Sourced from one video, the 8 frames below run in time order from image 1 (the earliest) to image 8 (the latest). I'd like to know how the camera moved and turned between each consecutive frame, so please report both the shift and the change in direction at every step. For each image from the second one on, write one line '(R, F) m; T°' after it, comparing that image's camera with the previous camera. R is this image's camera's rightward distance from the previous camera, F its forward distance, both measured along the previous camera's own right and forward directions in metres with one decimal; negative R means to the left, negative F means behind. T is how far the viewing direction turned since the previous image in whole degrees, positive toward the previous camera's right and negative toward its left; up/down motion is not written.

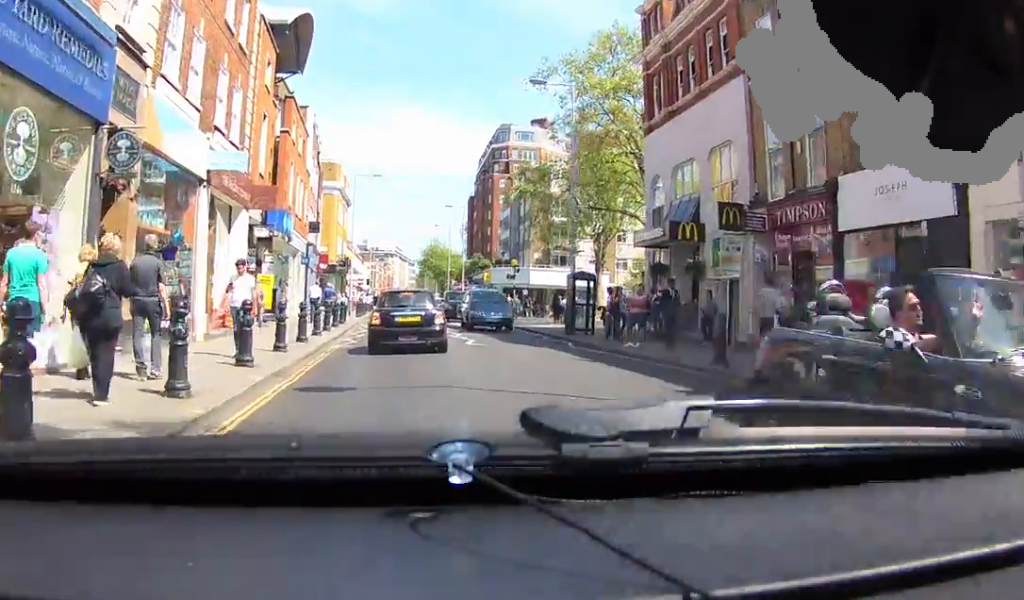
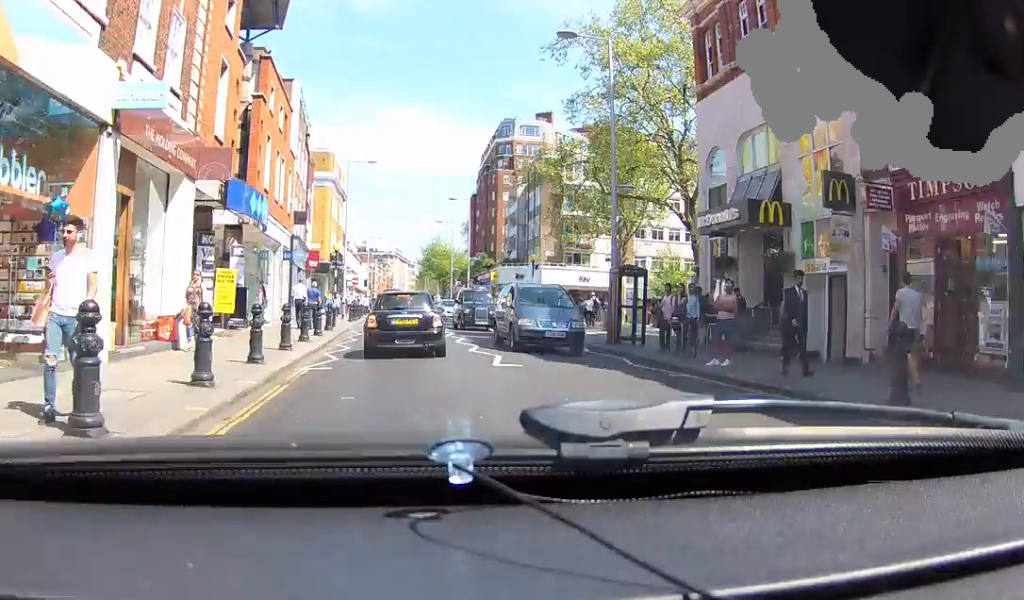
(0.0, +6.6) m; 0°
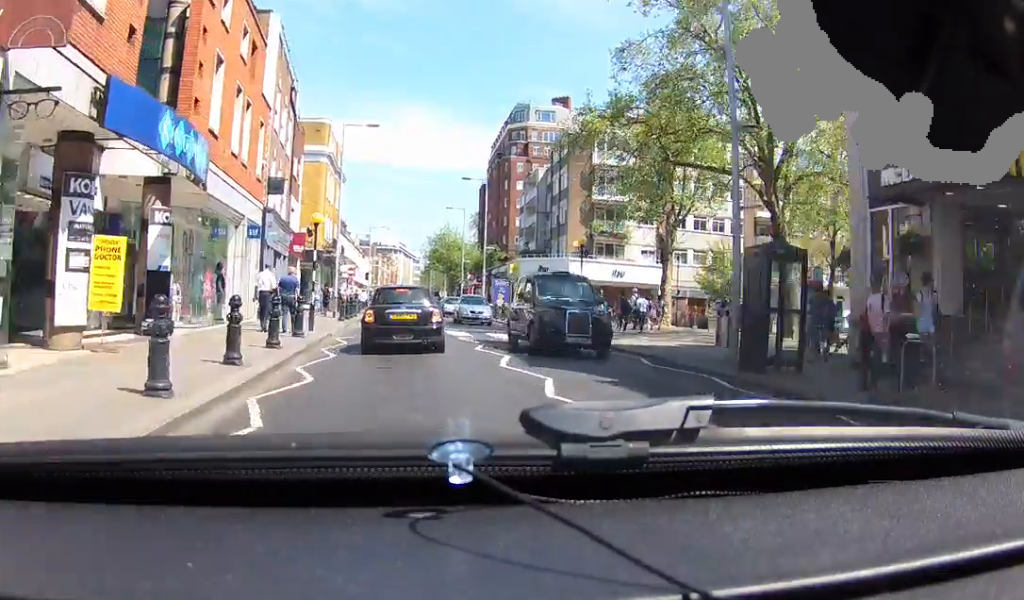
(0.0, +10.5) m; 0°
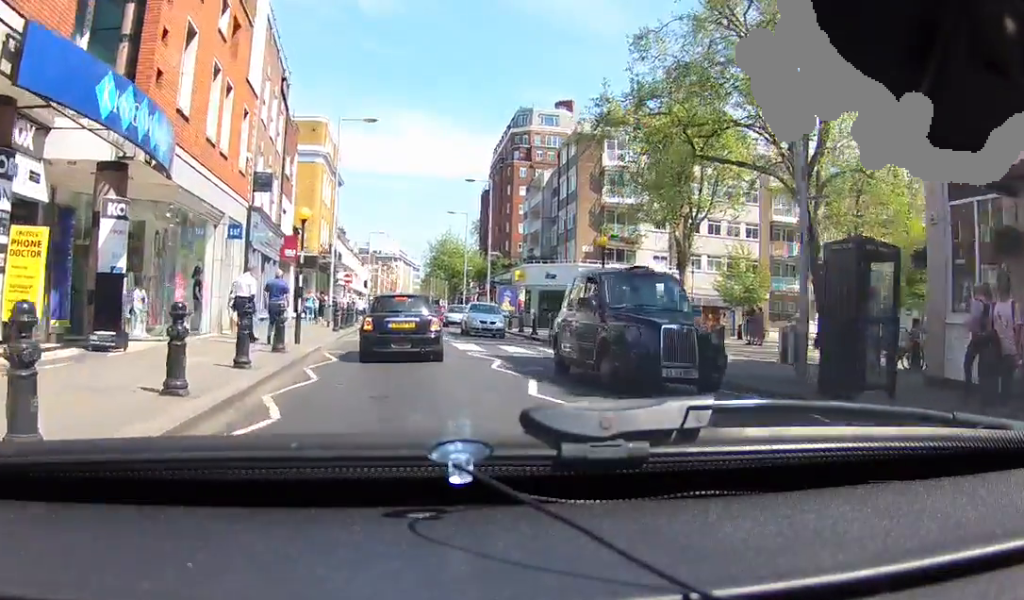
(0.0, +3.3) m; 0°
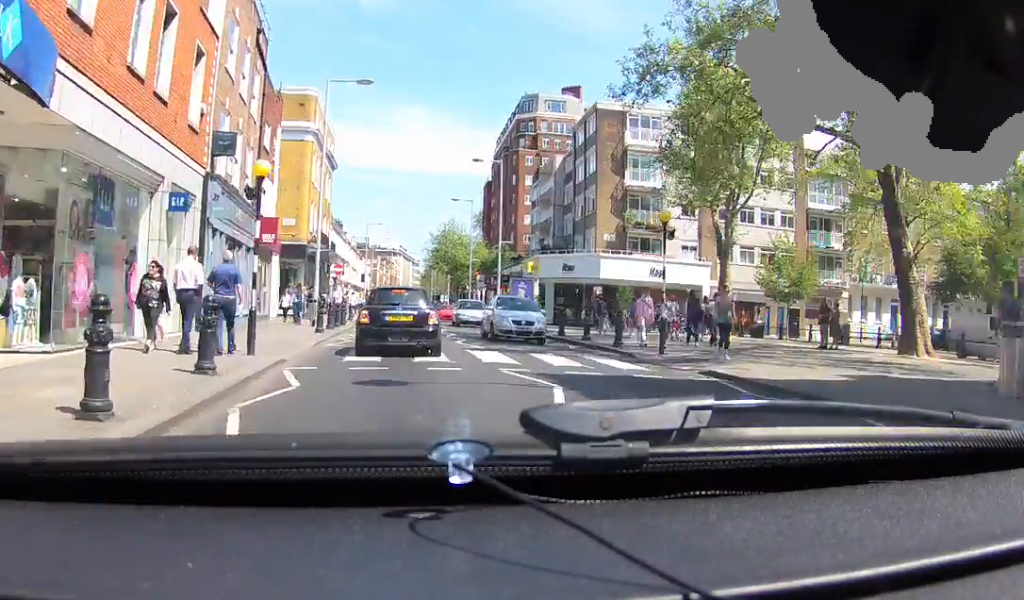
(0.0, +6.3) m; 0°
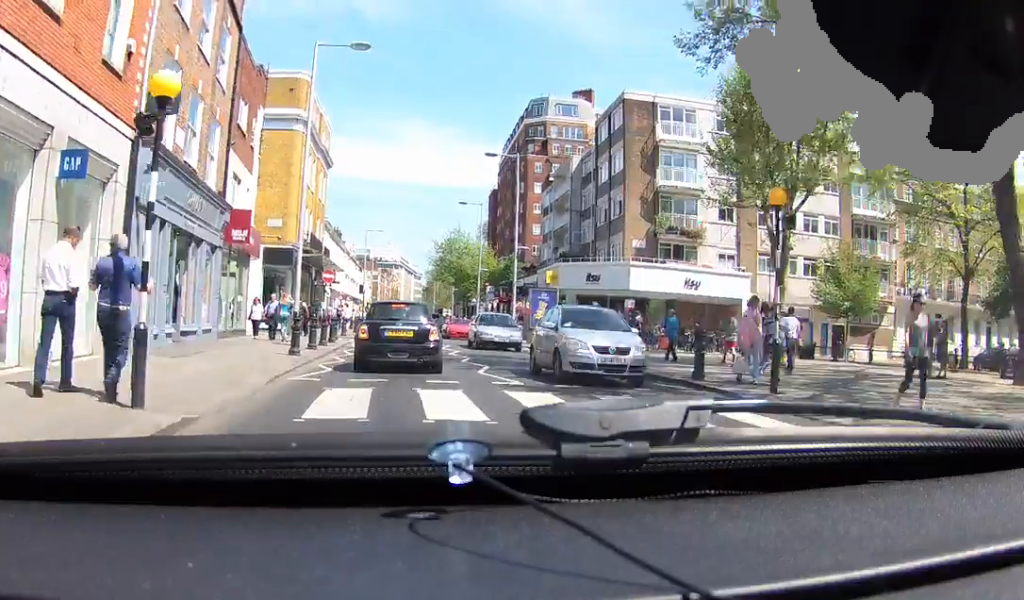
(0.0, +6.0) m; +1°
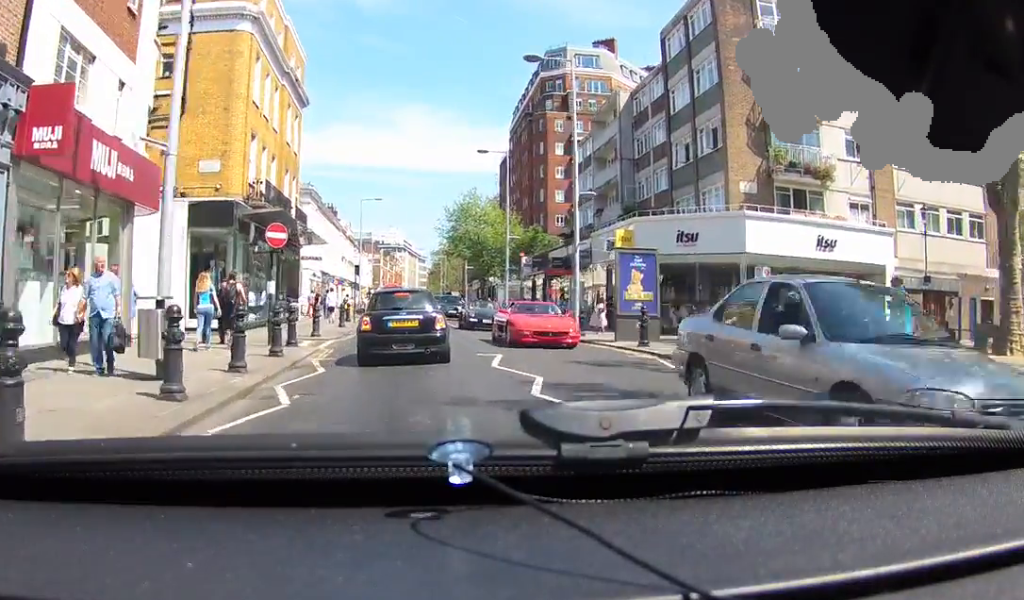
(-0.6, +14.8) m; -5°
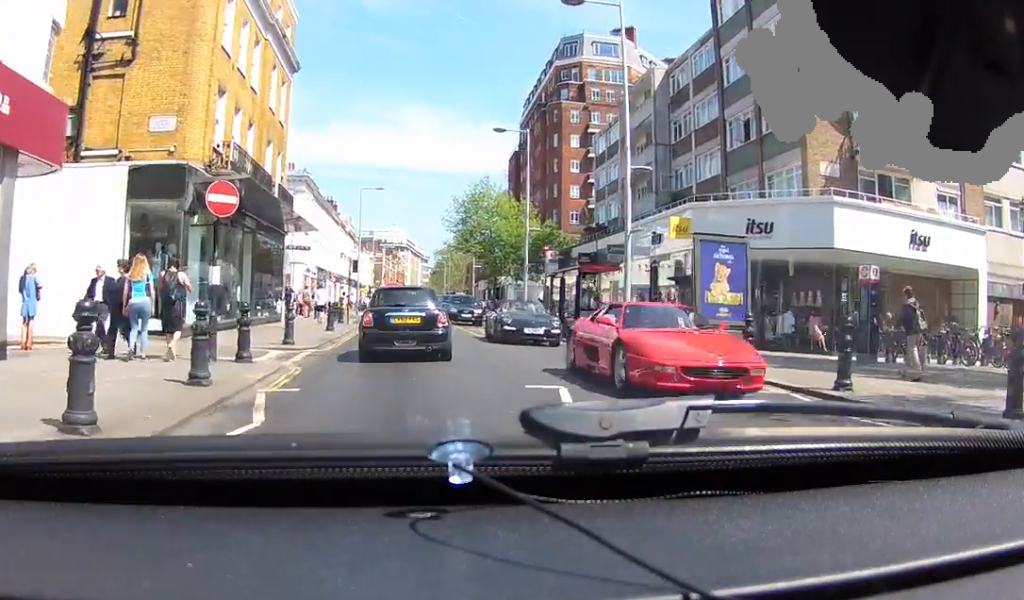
(0.0, +6.6) m; 0°
